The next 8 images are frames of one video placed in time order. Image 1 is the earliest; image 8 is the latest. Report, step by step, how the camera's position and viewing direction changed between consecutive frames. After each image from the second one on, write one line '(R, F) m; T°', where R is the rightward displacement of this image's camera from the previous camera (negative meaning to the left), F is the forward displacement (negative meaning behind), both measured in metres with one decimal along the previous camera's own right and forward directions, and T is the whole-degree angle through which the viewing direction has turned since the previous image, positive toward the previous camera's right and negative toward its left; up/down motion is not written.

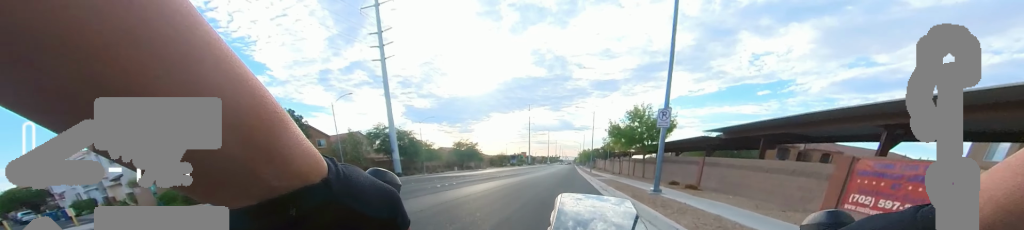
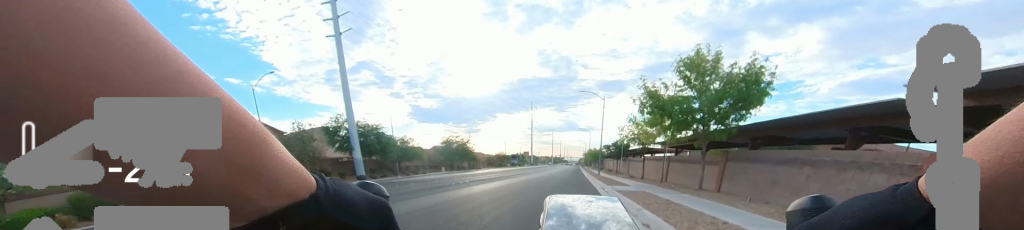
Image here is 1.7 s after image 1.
(0.0, +9.6) m; 0°
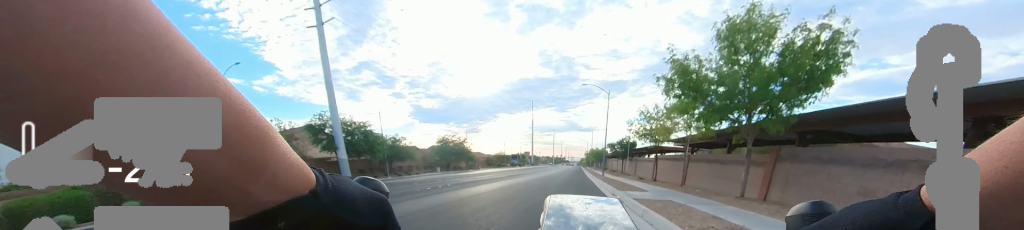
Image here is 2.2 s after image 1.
(0.0, +3.0) m; 0°
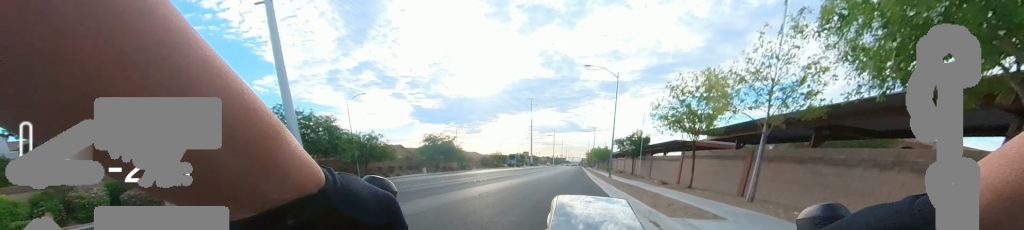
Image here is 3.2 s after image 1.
(0.0, +6.0) m; 0°
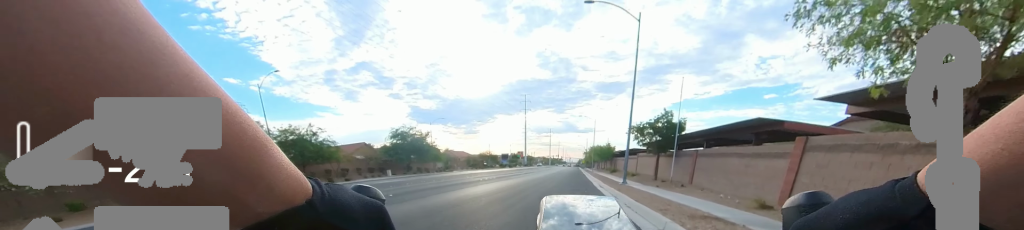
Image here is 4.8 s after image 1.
(0.0, +10.2) m; 0°
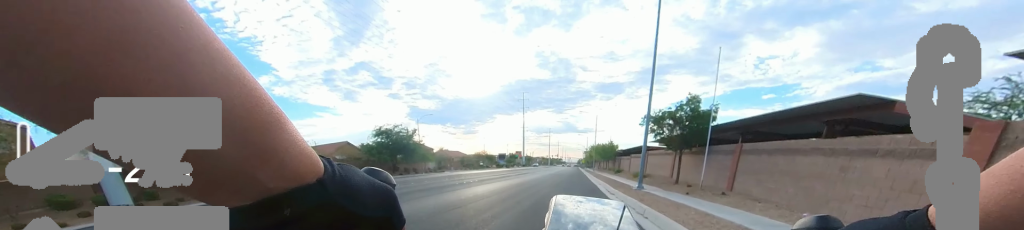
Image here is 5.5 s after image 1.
(0.0, +4.2) m; 0°
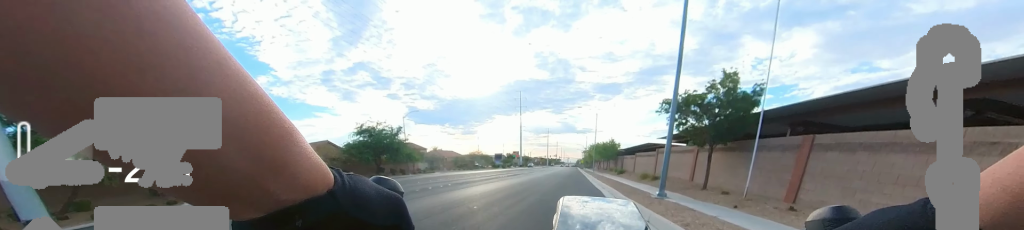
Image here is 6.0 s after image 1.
(0.0, +4.0) m; 0°
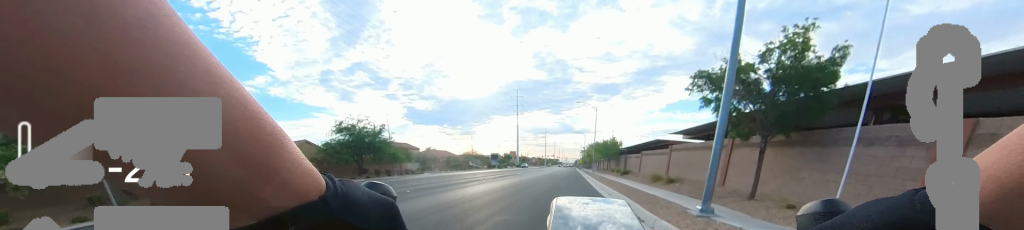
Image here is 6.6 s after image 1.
(0.0, +3.8) m; 0°
